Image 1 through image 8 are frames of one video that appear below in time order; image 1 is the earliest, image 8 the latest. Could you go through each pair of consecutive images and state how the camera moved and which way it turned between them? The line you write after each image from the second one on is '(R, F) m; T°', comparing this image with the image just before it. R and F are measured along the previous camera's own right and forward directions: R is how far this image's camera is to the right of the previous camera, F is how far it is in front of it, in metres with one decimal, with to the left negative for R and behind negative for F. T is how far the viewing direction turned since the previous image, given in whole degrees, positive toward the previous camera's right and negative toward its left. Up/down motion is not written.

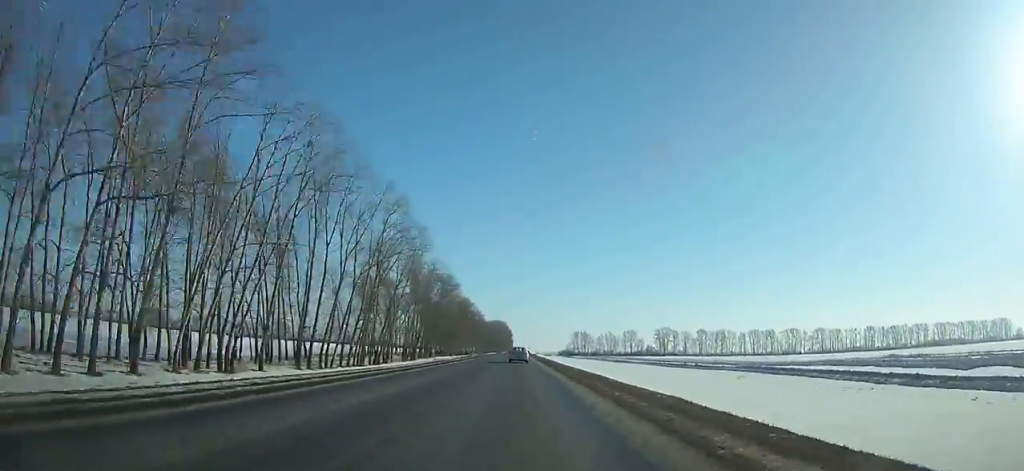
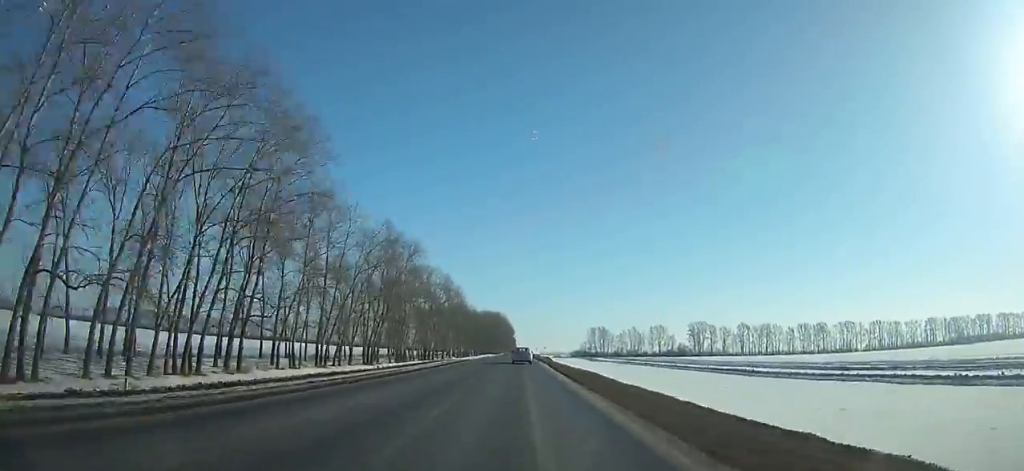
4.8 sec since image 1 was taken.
(+0.1, +109.5) m; 0°
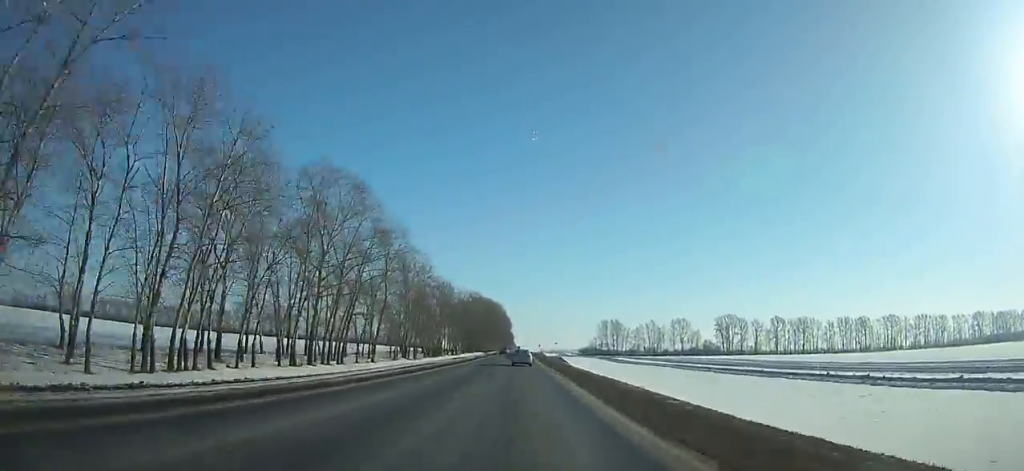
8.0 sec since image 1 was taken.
(+0.3, +72.6) m; 0°
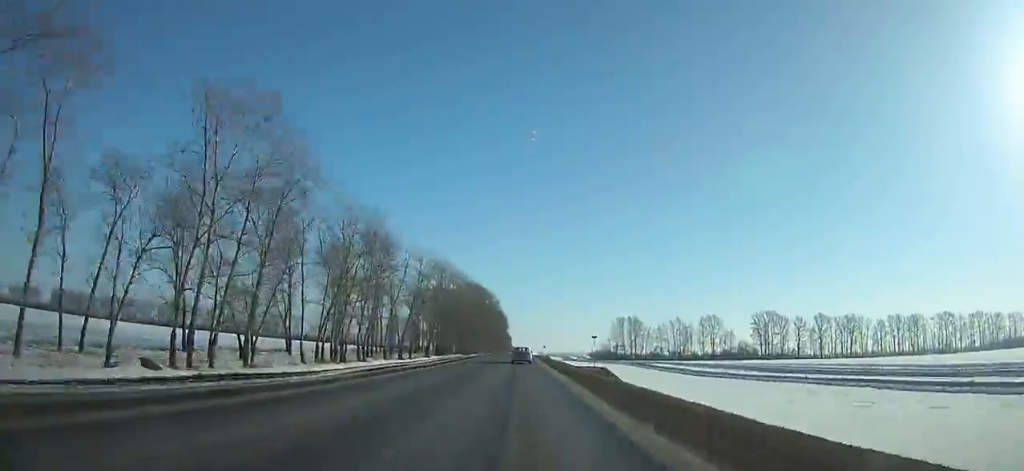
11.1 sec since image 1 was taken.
(-0.3, +70.1) m; 0°
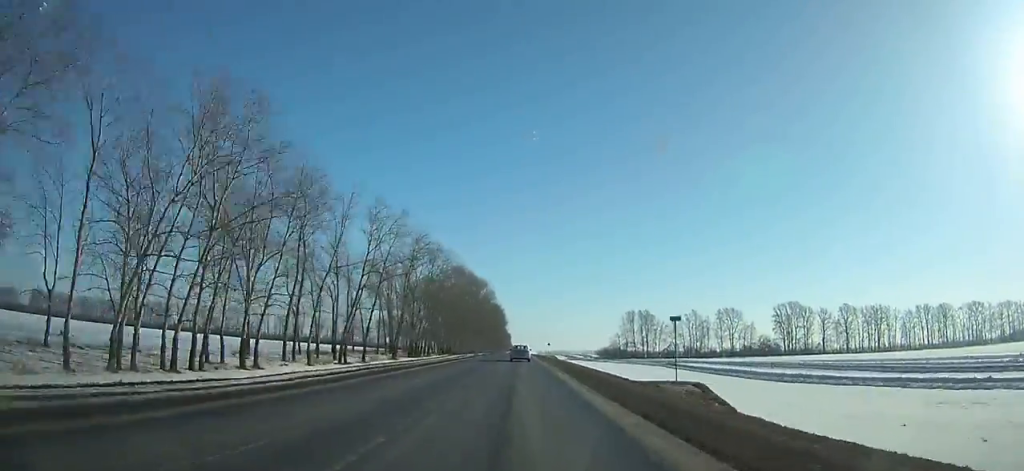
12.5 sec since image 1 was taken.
(0.0, +31.6) m; 0°
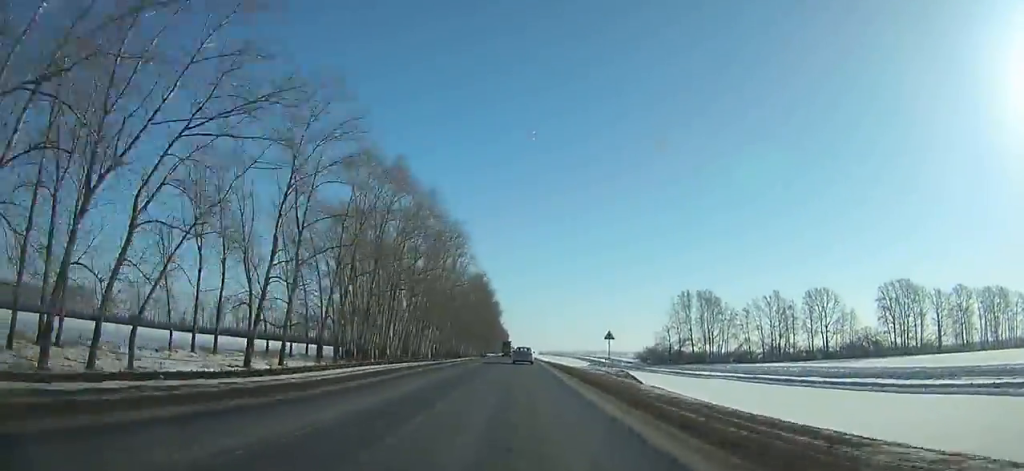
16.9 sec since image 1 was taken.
(+0.4, +100.2) m; 0°
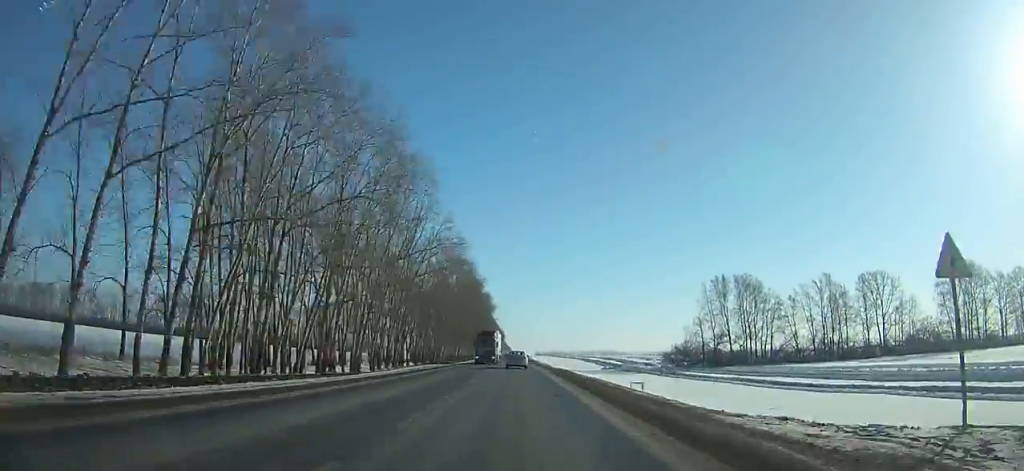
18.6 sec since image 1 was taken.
(-0.2, +38.8) m; 0°
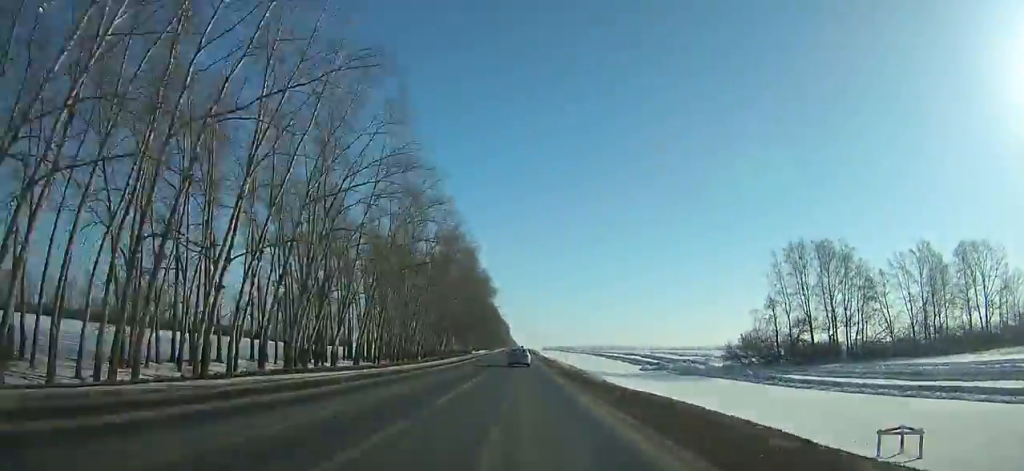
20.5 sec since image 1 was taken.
(-0.1, +43.3) m; 0°
